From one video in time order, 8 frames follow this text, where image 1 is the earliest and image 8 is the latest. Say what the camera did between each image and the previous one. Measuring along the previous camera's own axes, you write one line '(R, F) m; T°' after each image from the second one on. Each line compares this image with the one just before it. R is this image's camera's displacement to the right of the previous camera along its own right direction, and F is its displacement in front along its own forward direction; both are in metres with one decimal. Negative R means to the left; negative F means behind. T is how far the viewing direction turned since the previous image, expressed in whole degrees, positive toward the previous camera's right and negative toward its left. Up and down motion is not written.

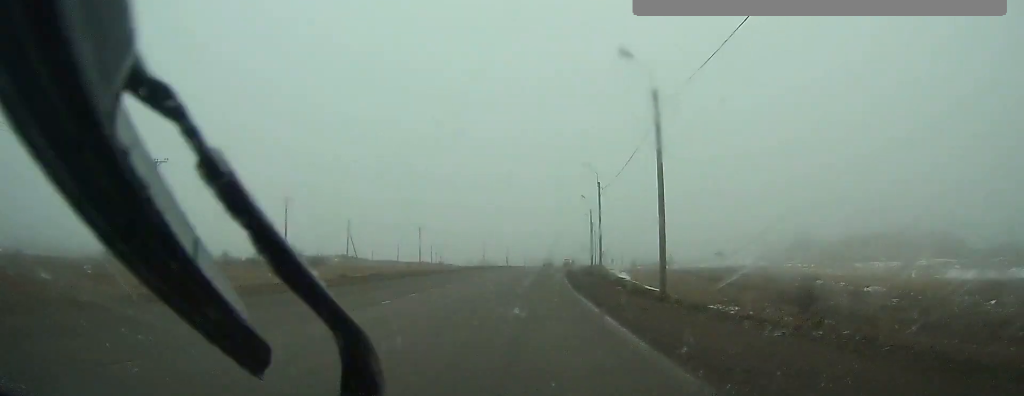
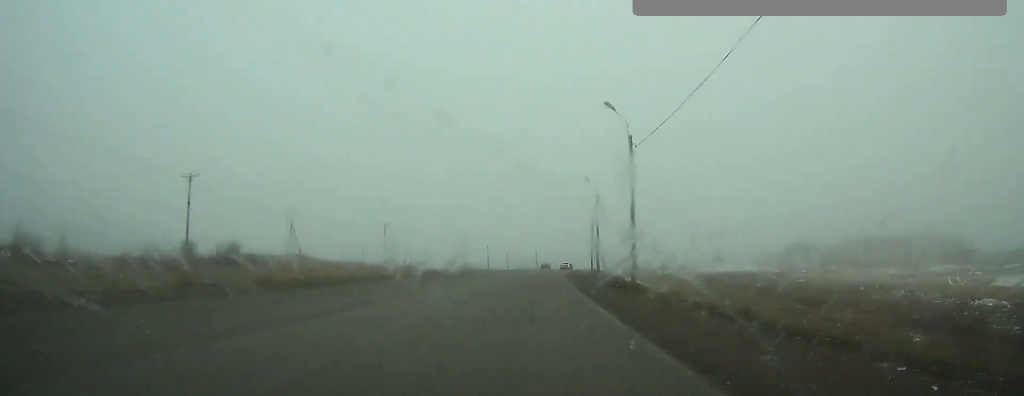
(+0.2, +18.4) m; +2°
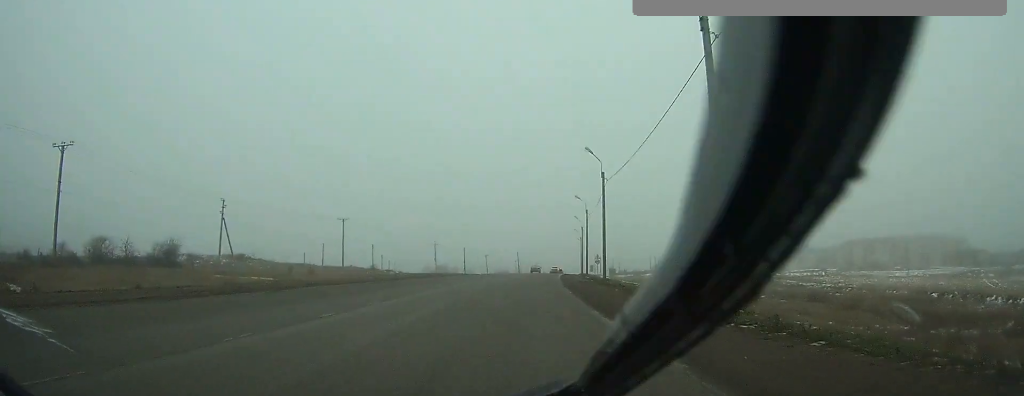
(+0.2, +14.8) m; +1°
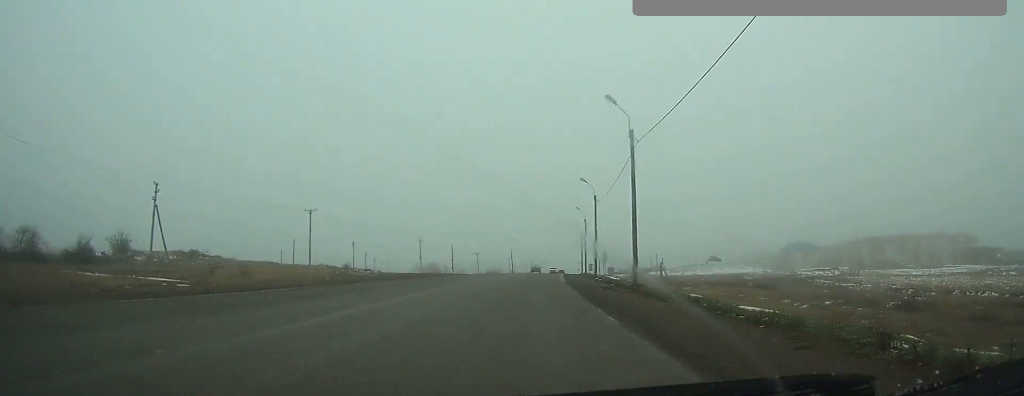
(+0.2, +13.2) m; +1°
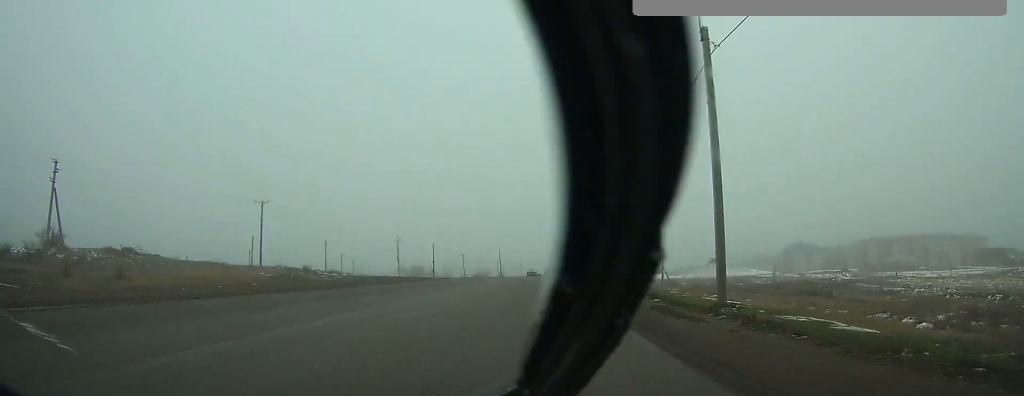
(+0.2, +14.6) m; +1°
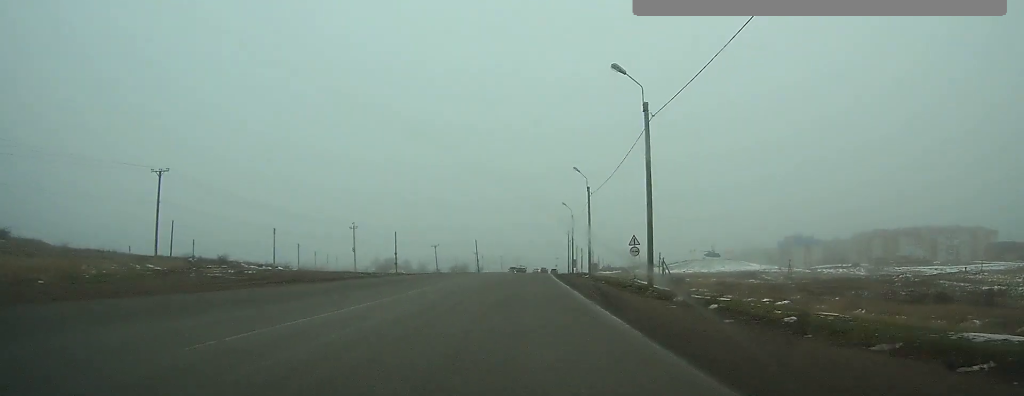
(+0.3, +22.6) m; +1°
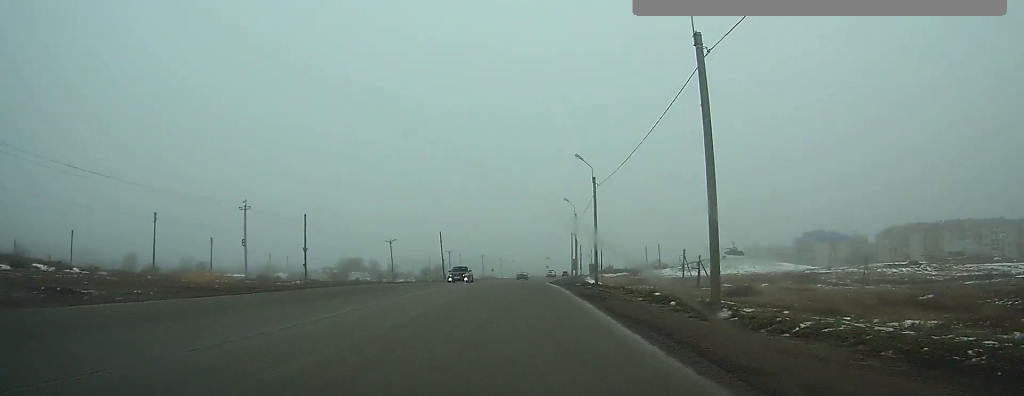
(+1.0, +48.6) m; +2°
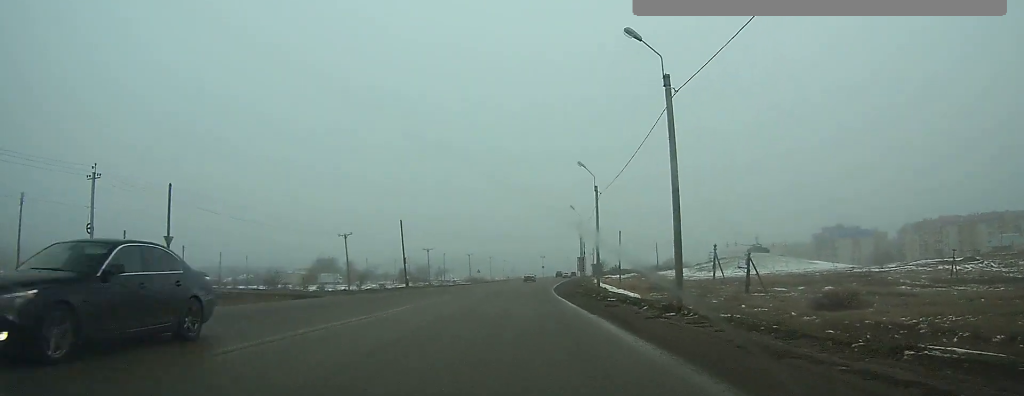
(+0.2, +30.2) m; +1°
